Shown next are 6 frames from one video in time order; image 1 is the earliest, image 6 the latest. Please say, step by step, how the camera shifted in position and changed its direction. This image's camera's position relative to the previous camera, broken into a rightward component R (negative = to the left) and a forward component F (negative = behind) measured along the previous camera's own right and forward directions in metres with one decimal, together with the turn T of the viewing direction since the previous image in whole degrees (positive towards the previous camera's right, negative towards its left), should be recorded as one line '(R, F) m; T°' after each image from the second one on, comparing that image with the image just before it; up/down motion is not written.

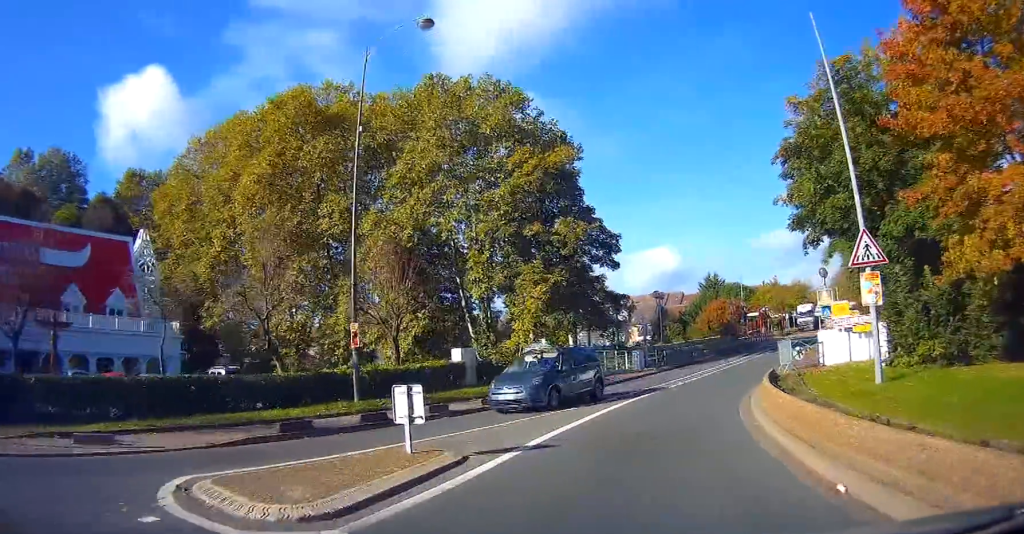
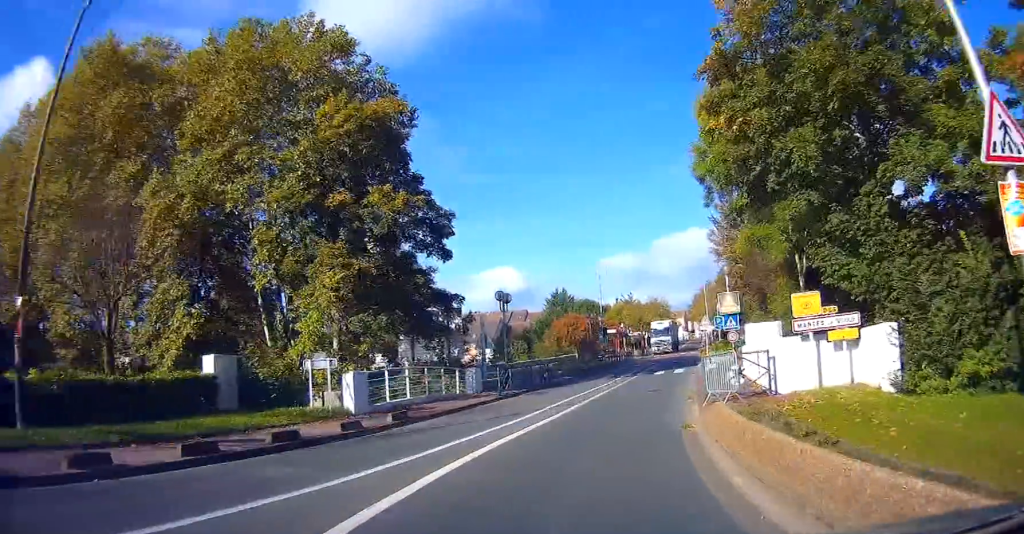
(+1.5, +8.4) m; +14°
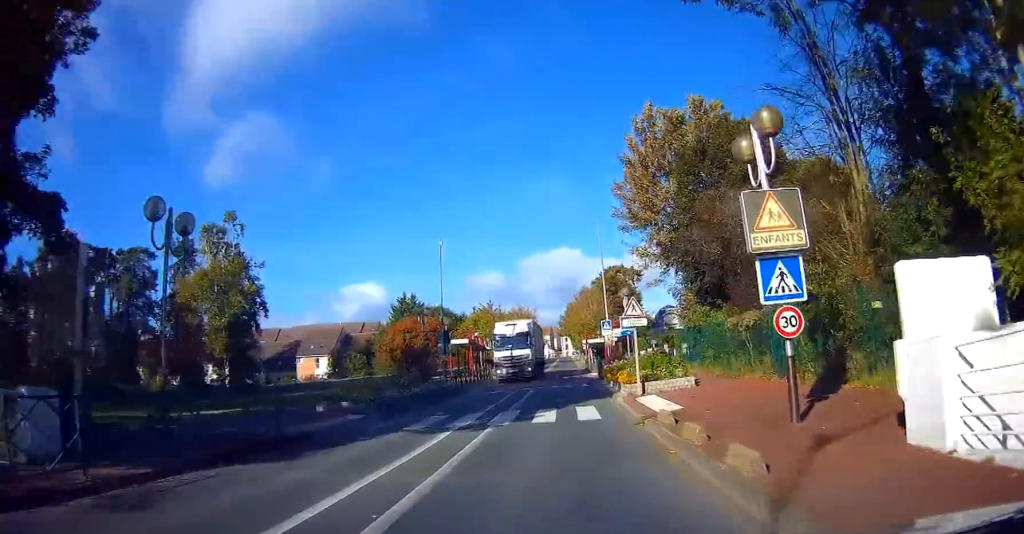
(+1.2, +17.7) m; +8°
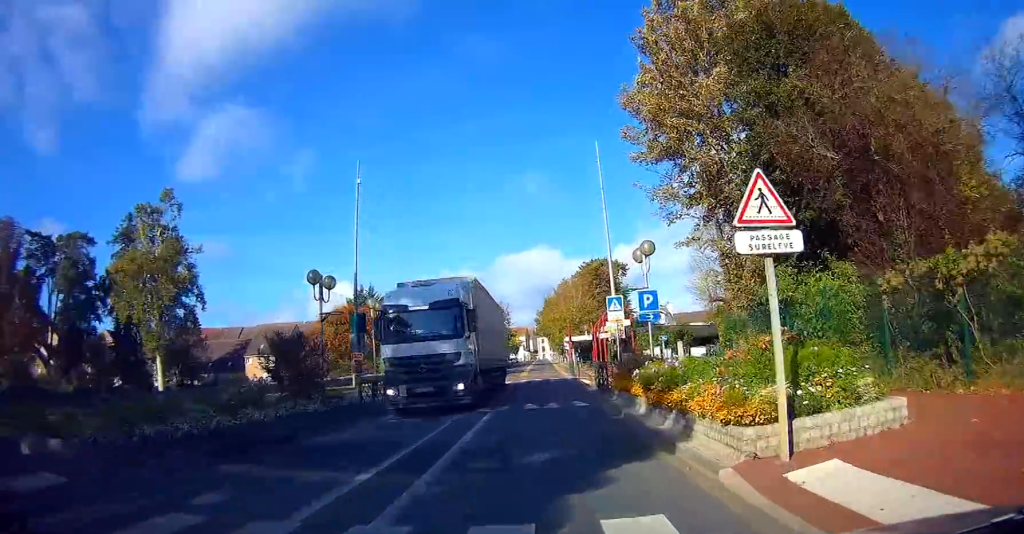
(+0.9, +13.0) m; +2°
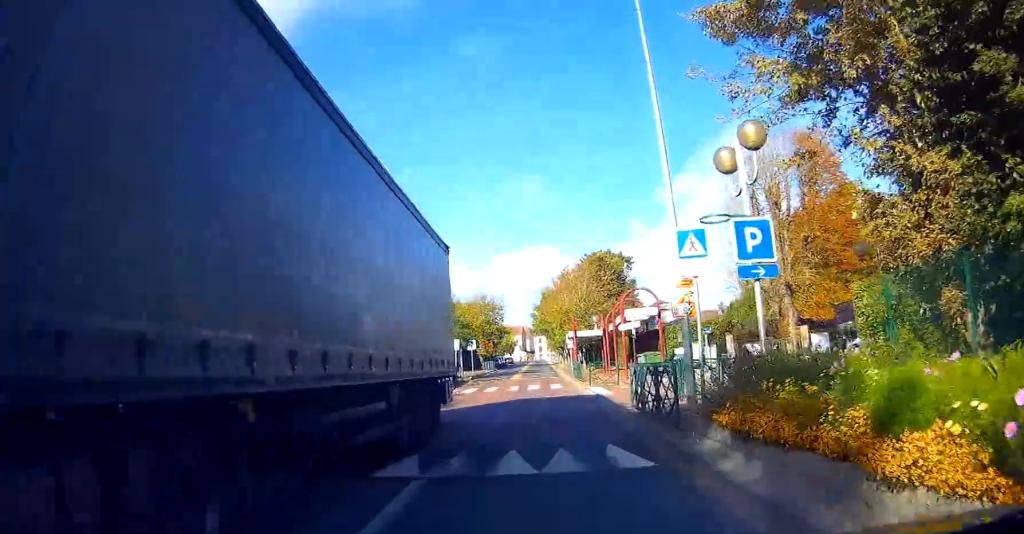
(-0.6, +10.7) m; 0°
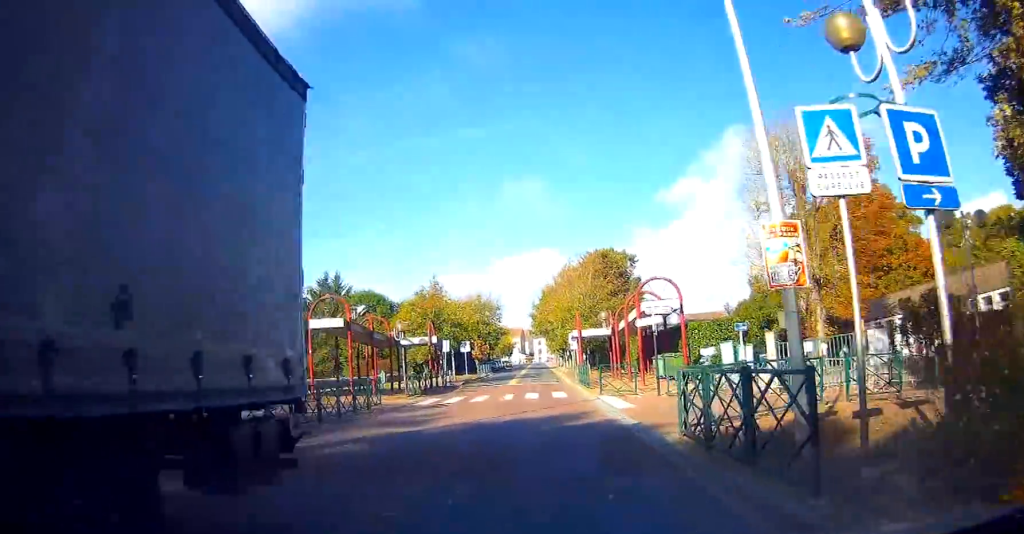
(+0.3, +5.1) m; +3°
